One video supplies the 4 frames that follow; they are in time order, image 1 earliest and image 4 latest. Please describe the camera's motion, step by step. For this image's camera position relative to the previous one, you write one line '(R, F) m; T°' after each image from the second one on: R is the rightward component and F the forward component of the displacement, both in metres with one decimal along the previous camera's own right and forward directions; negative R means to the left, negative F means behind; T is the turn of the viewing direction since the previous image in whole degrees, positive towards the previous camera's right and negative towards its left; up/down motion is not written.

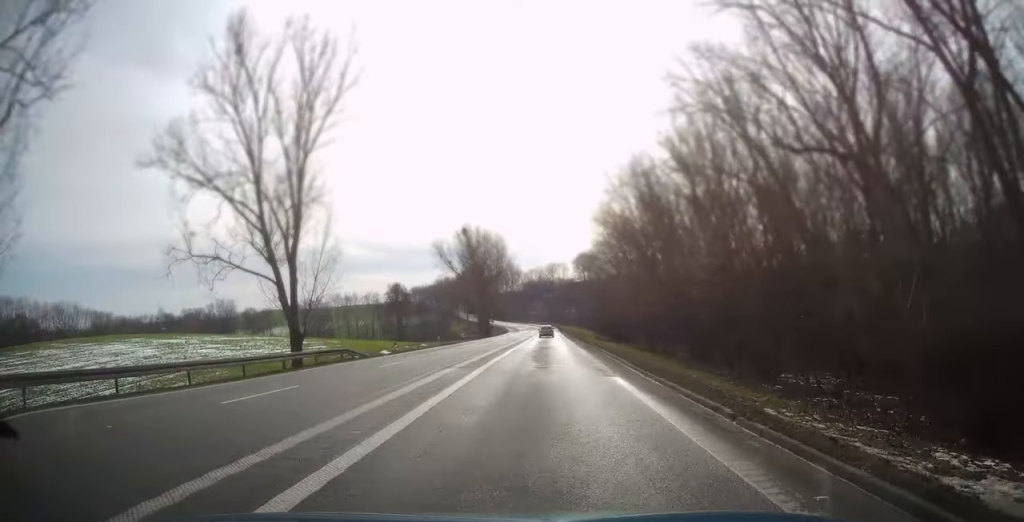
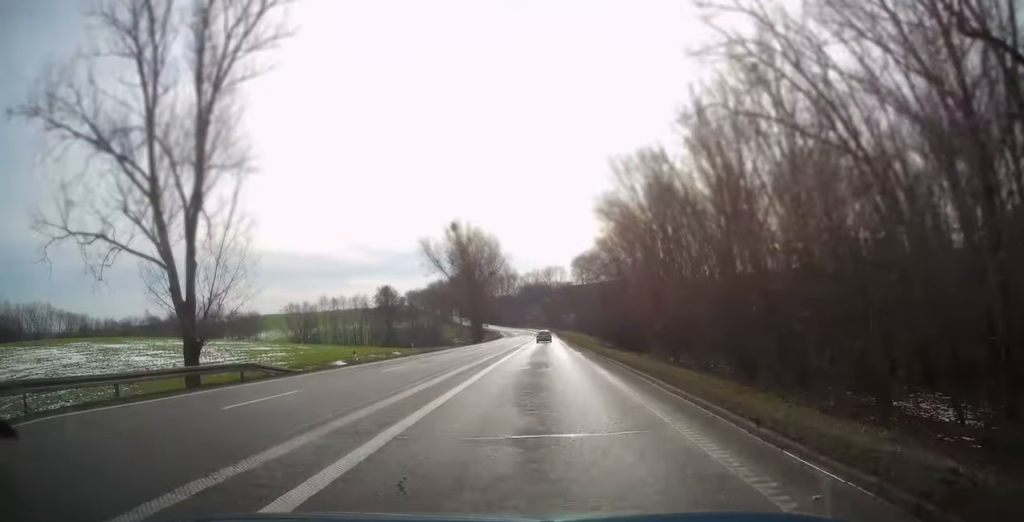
(+0.3, +12.0) m; +1°
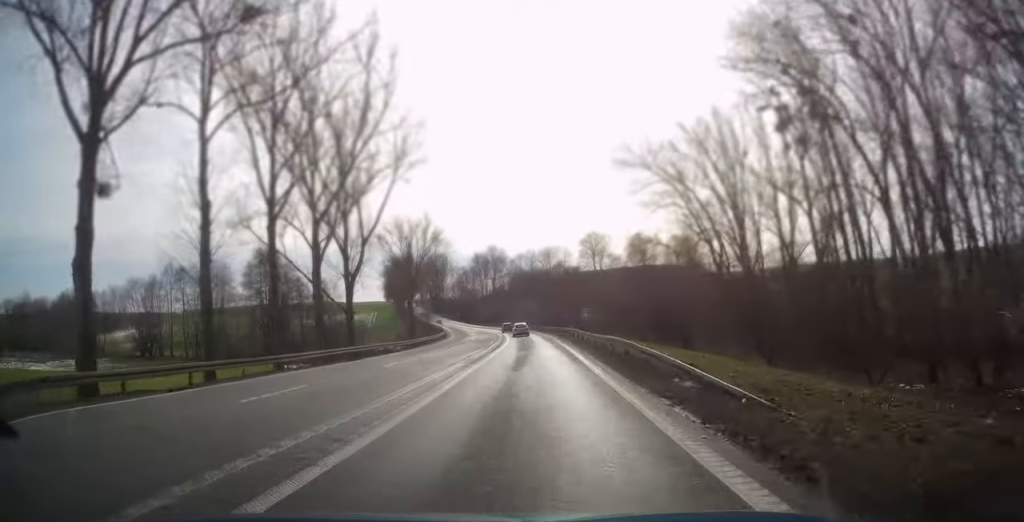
(+2.5, +105.3) m; +1°
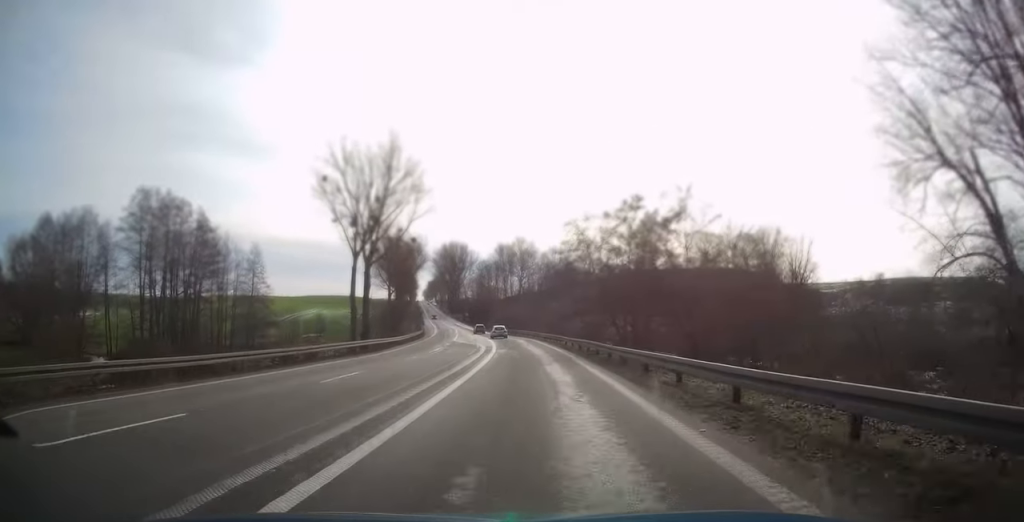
(-1.0, +54.1) m; -3°
